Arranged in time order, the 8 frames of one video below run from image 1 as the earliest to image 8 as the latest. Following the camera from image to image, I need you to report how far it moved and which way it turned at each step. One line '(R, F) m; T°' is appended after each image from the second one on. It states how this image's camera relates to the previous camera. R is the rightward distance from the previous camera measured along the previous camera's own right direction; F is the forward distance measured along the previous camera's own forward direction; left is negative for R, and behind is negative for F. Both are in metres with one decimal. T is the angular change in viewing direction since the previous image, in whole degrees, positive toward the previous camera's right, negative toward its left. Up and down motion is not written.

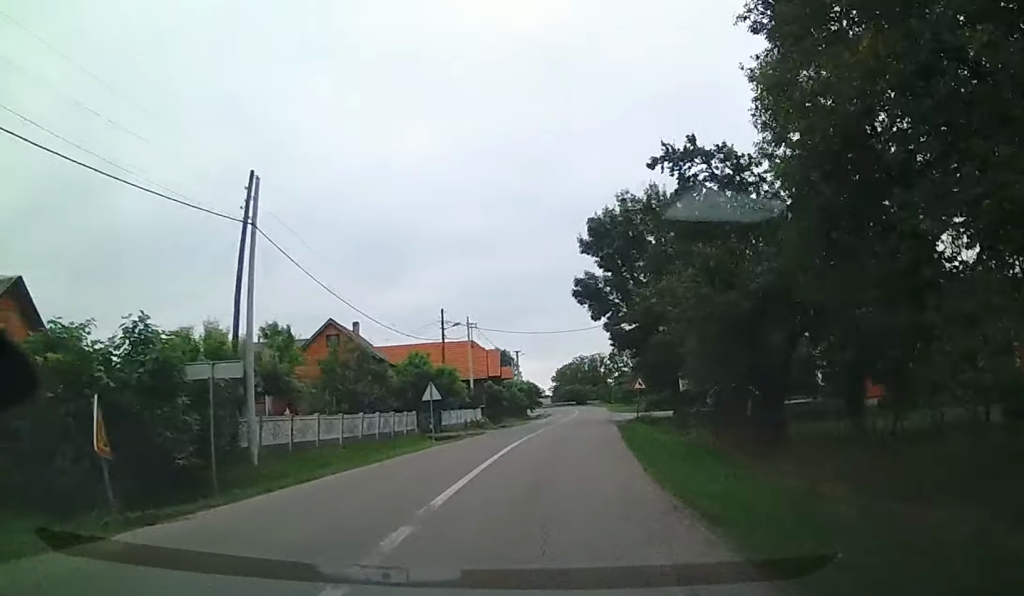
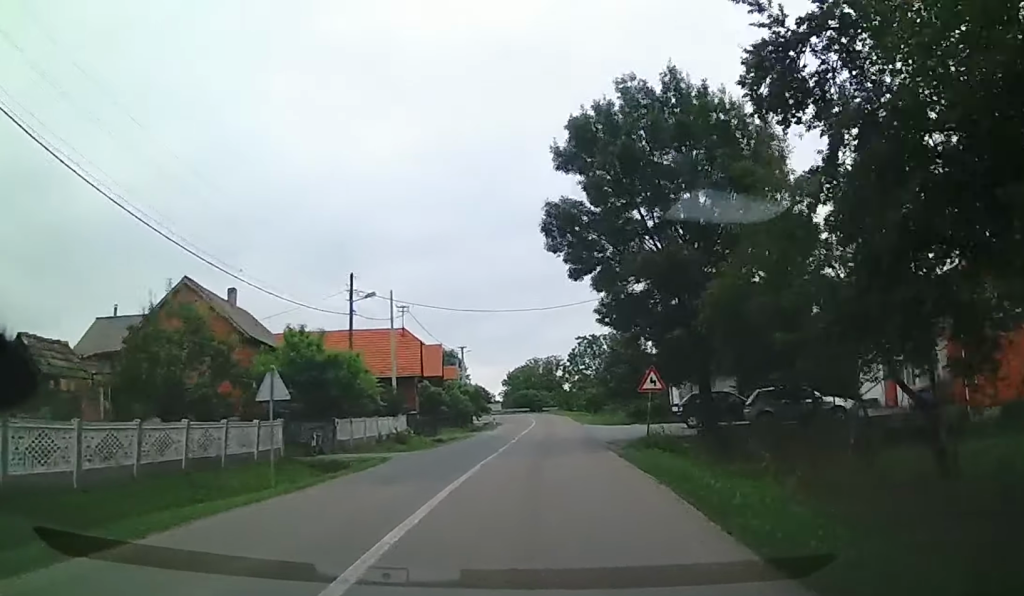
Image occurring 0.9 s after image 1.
(+0.9, +13.2) m; +5°
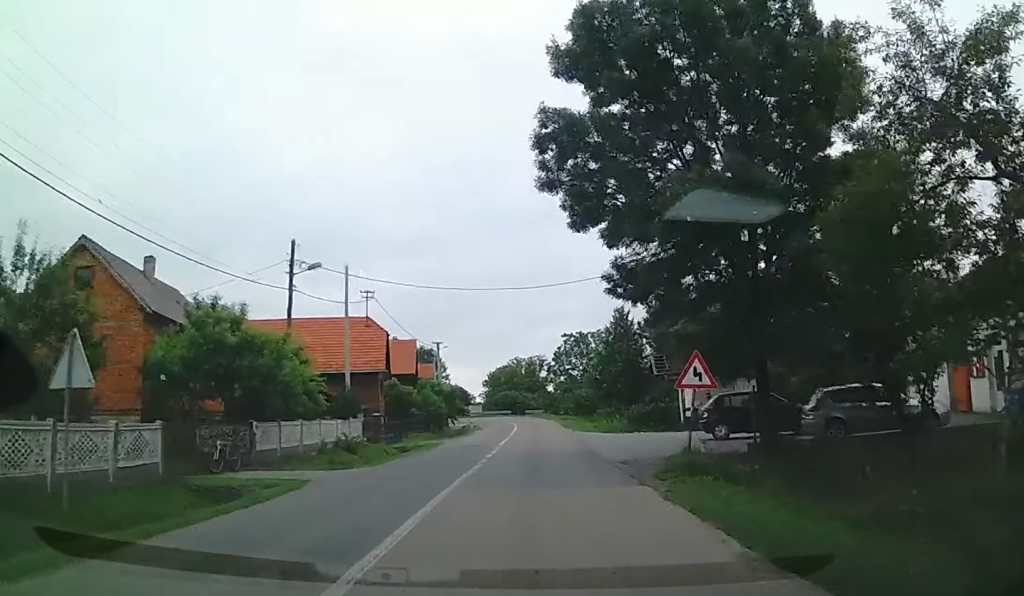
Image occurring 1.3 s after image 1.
(+0.2, +6.4) m; +1°
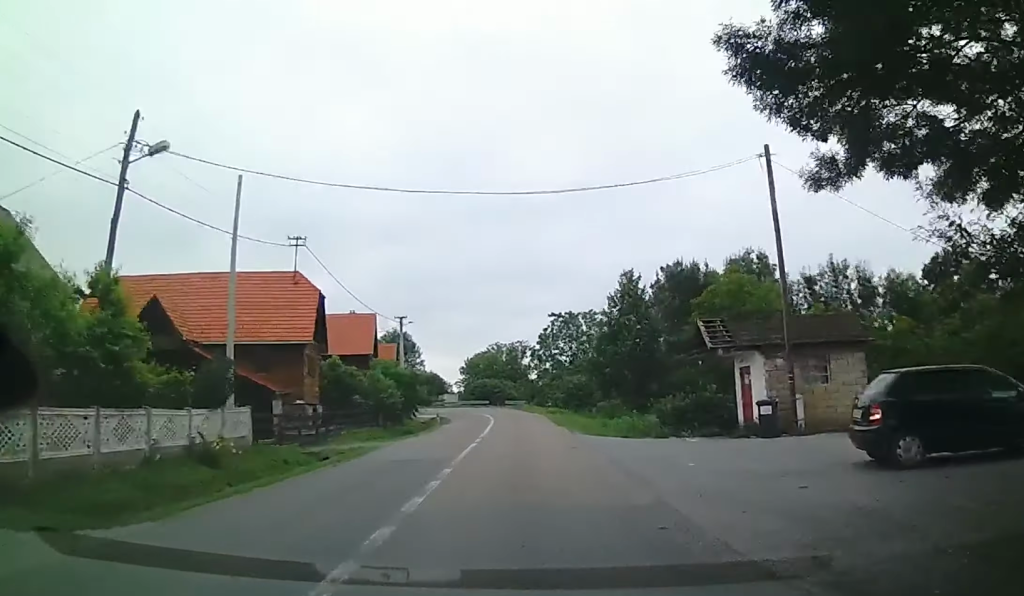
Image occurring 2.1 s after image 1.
(0.0, +10.8) m; -1°
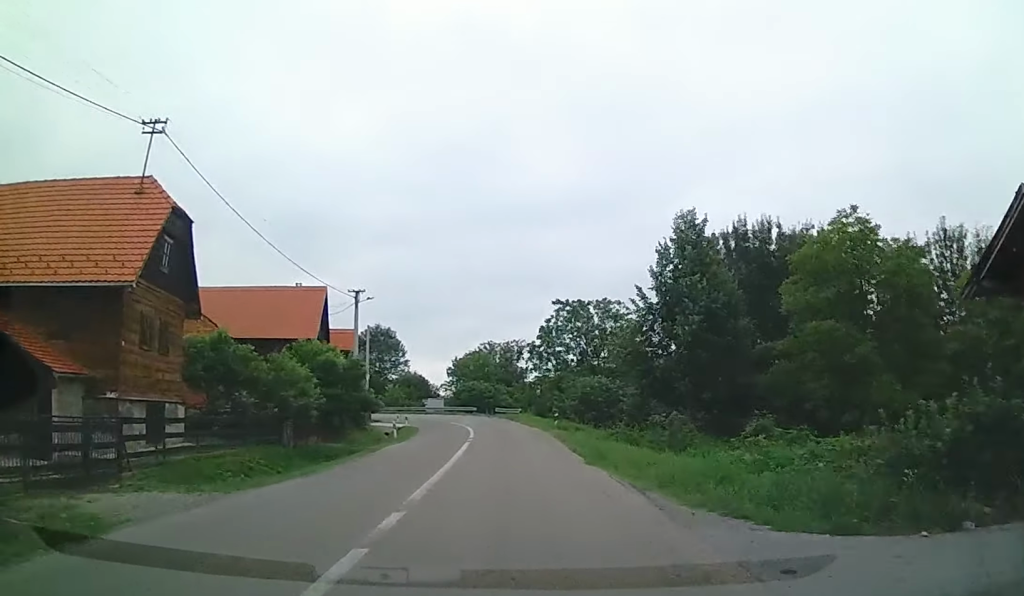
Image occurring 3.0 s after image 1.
(-0.4, +14.0) m; 0°
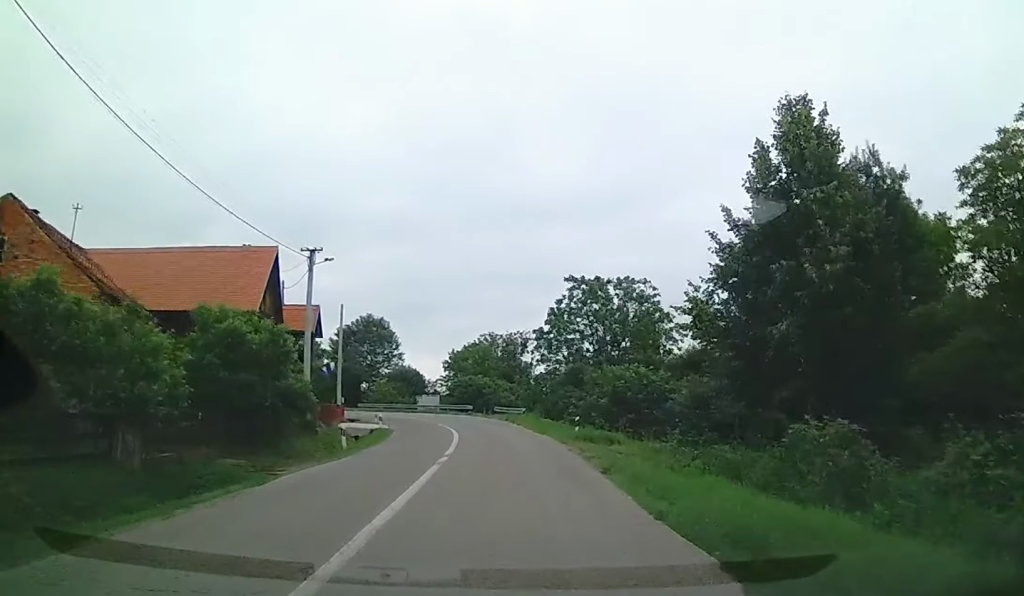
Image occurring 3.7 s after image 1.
(+0.1, +10.0) m; -1°
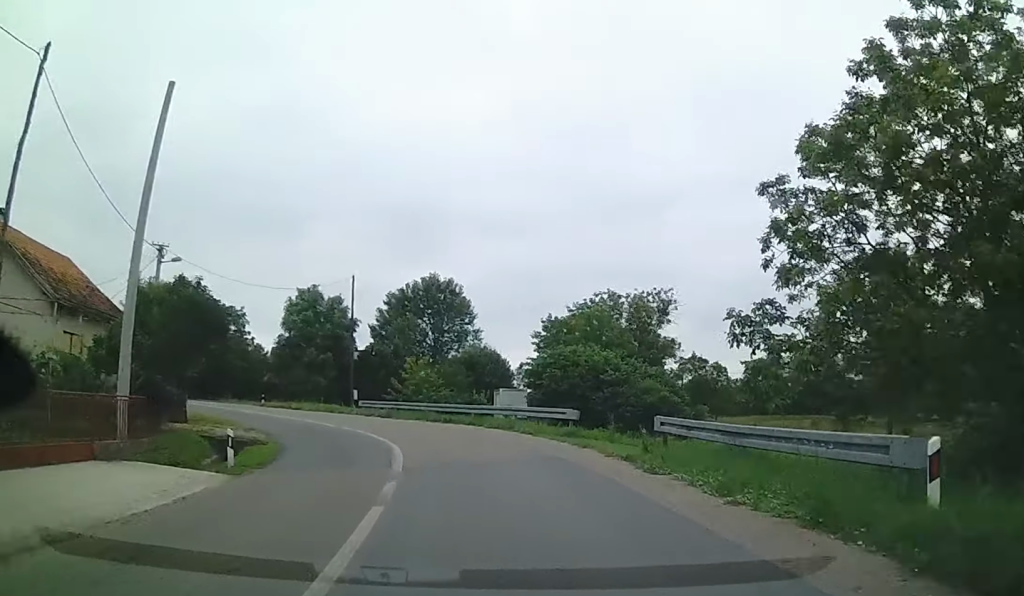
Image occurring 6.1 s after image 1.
(-2.5, +36.1) m; -13°
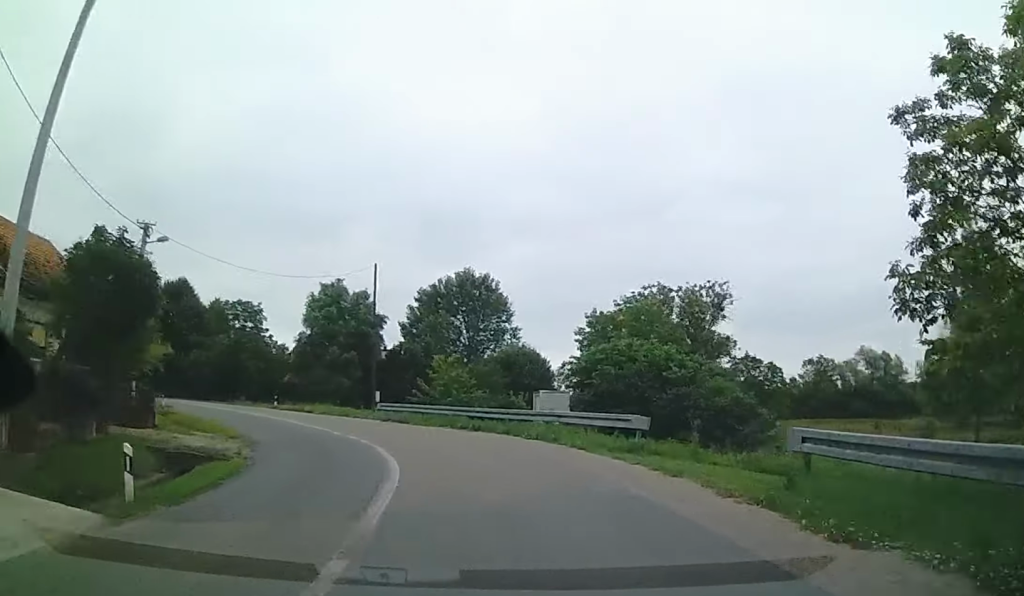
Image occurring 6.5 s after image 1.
(-0.4, +5.3) m; -3°
